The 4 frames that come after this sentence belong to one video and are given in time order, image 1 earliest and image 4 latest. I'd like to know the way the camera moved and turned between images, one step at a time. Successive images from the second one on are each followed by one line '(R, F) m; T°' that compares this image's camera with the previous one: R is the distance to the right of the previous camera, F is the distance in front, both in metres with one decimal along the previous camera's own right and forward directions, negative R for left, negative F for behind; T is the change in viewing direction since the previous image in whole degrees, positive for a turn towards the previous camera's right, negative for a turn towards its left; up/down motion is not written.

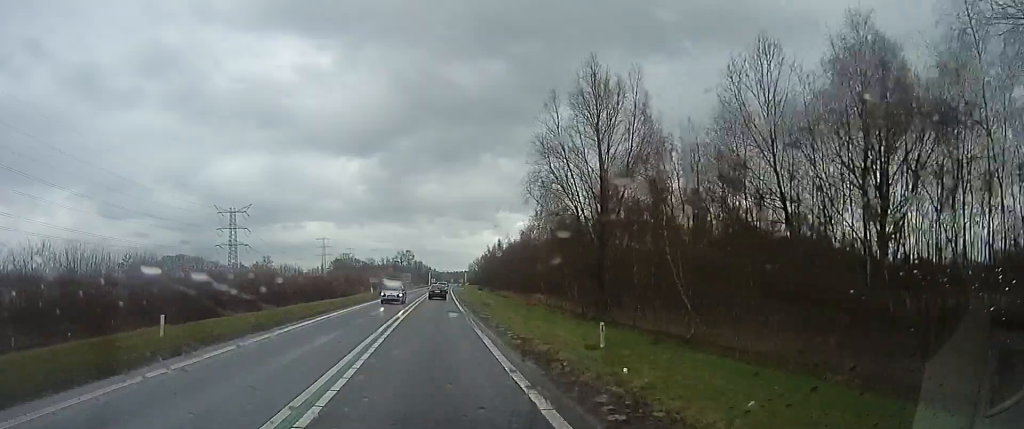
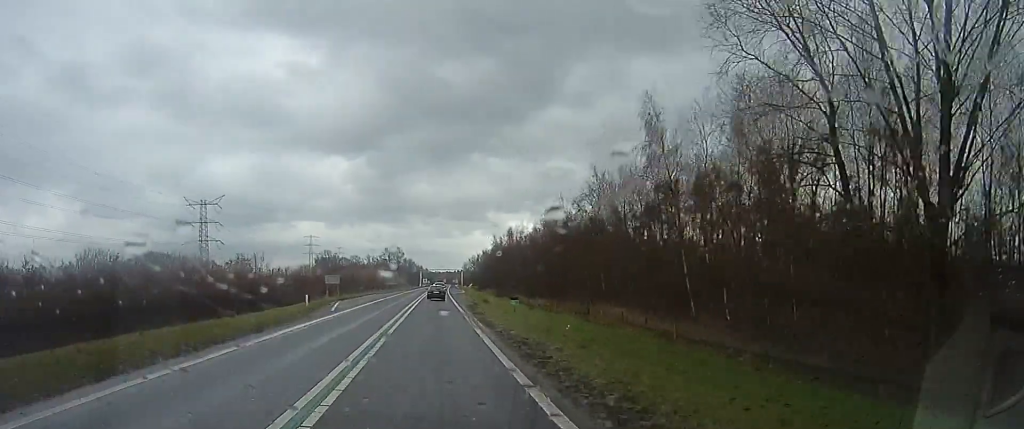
(-0.6, +29.6) m; +1°
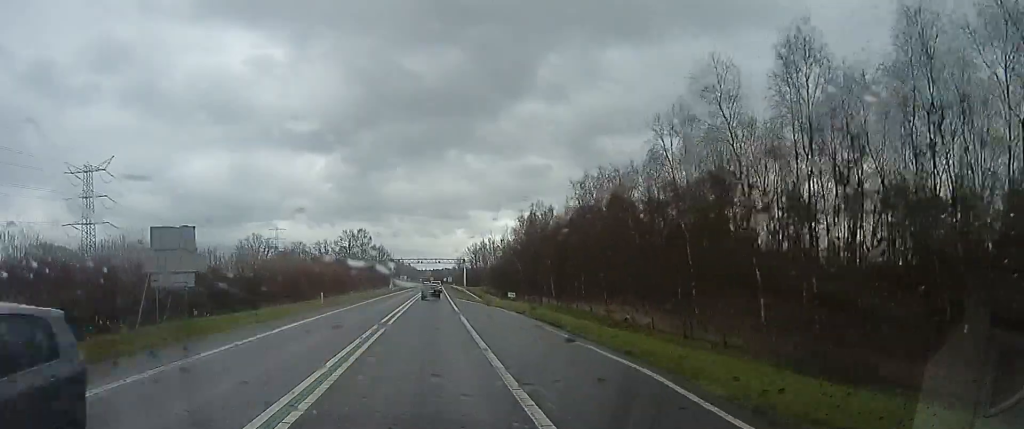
(+2.0, +88.8) m; +1°
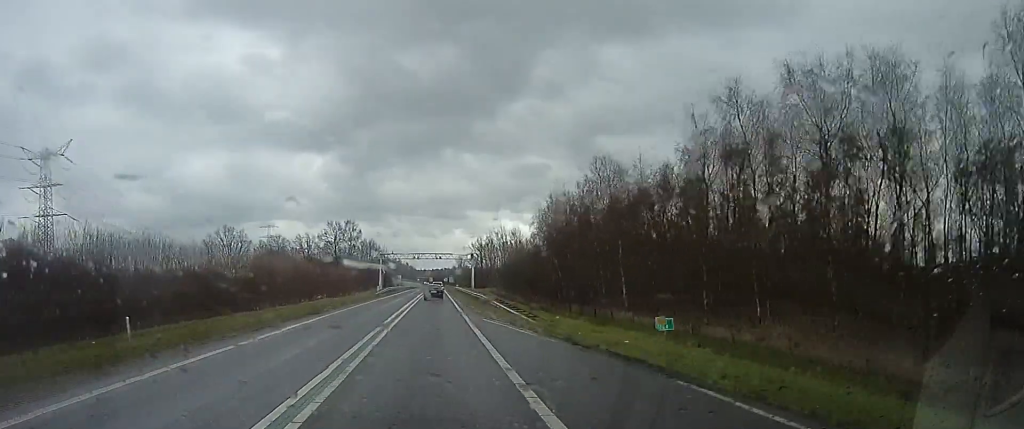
(+1.2, +24.2) m; +3°
